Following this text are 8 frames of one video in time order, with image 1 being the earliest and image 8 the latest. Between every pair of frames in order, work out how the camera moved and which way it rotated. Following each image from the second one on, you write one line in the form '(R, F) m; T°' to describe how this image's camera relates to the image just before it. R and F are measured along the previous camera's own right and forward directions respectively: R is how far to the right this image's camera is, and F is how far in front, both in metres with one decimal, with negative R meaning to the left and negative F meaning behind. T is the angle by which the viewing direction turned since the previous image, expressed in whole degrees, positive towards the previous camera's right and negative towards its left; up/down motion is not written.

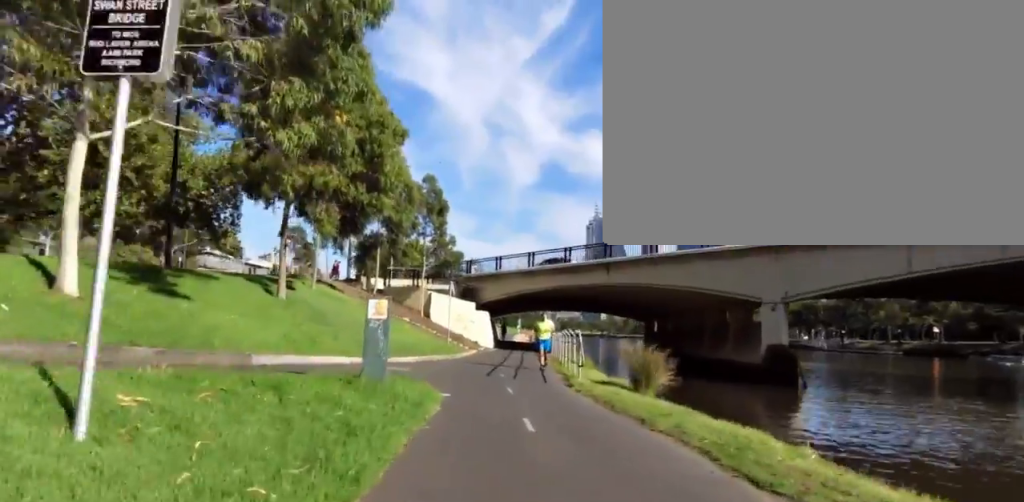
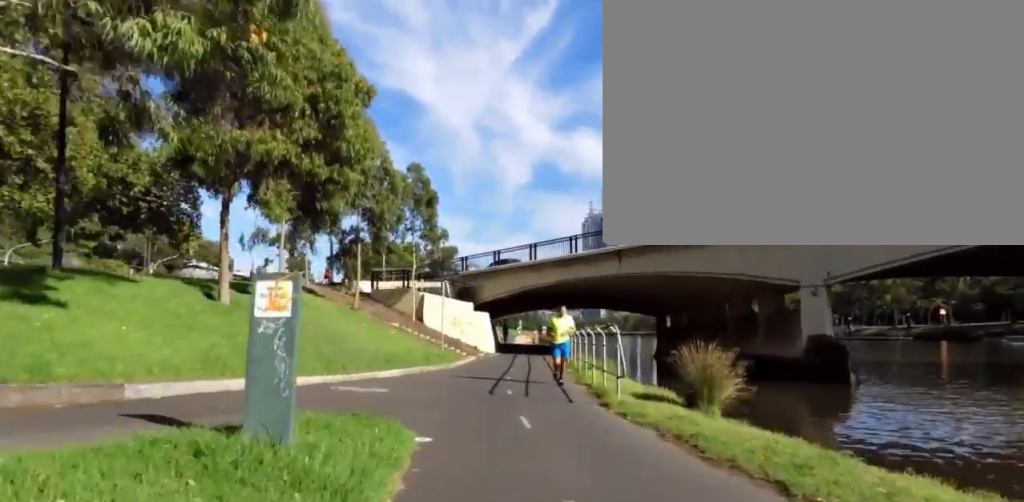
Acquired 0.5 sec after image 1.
(0.0, +3.6) m; 0°
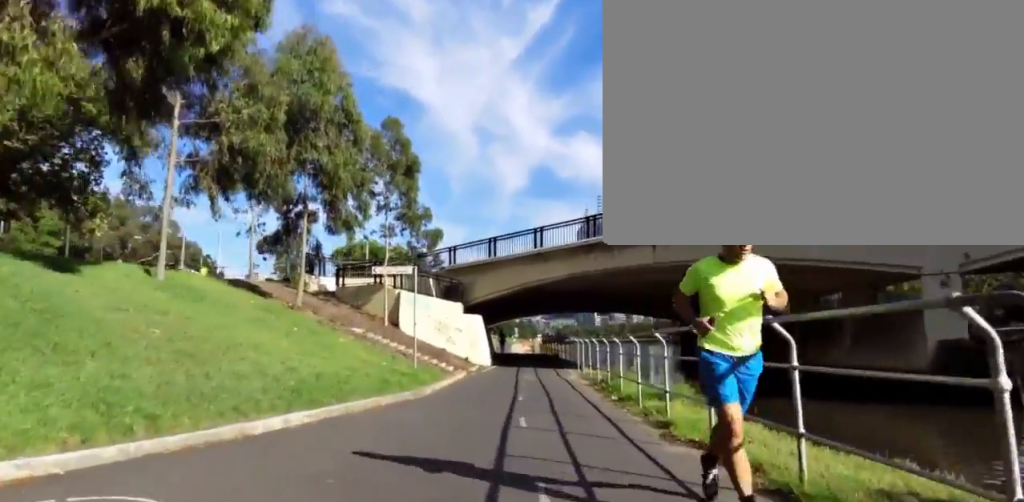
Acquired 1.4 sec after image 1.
(0.0, +7.1) m; 0°
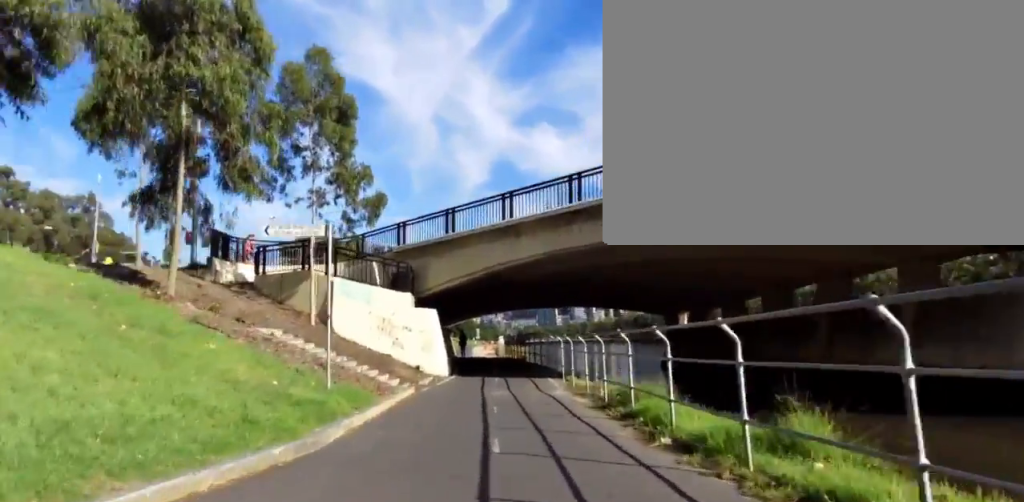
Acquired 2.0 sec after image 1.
(0.0, +5.3) m; 0°
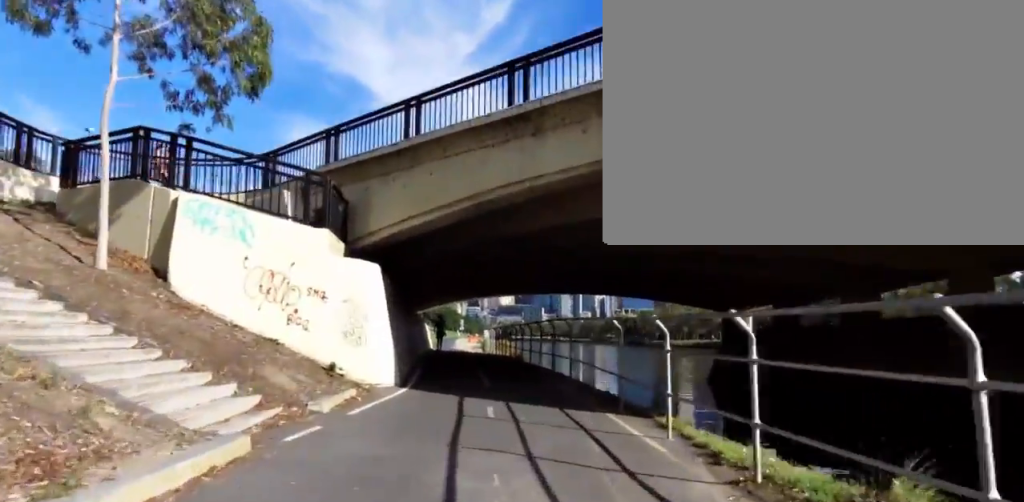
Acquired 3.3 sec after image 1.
(0.0, +10.5) m; 0°
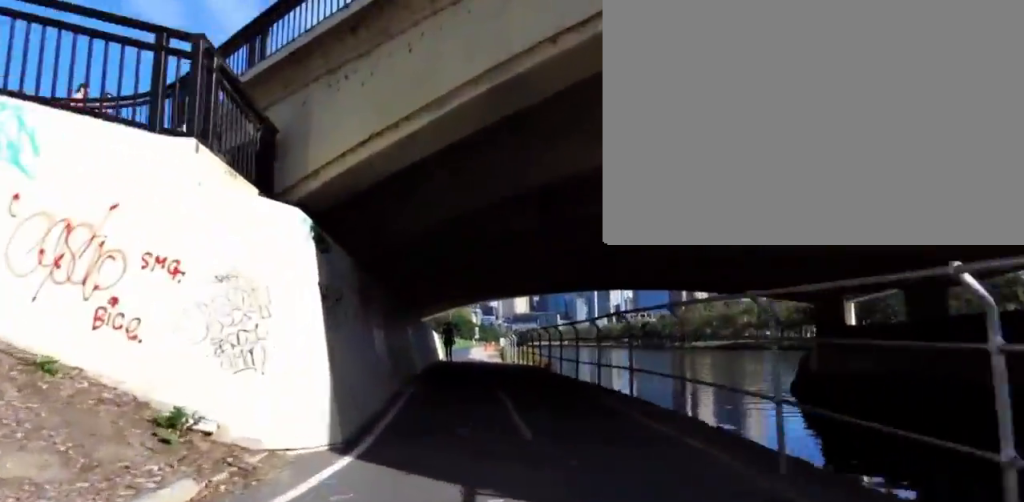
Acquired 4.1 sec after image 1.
(0.0, +5.7) m; 0°
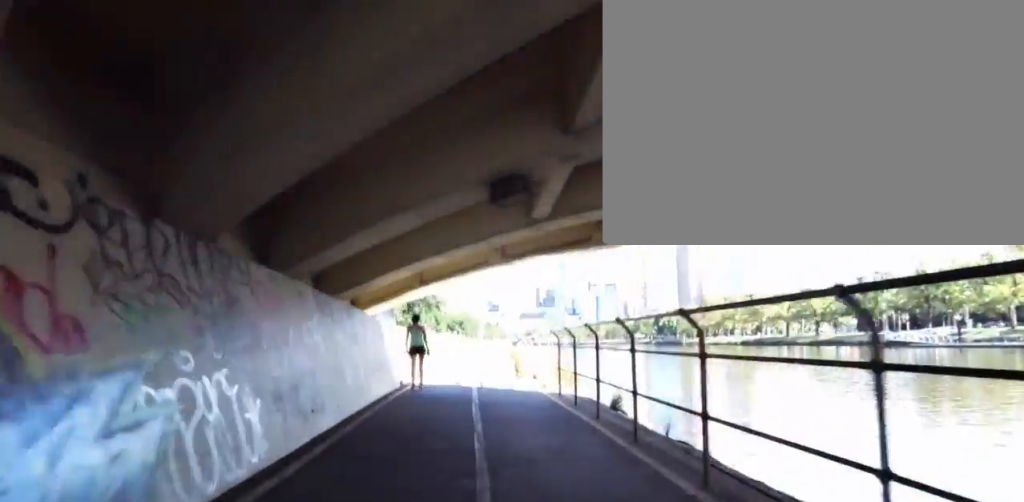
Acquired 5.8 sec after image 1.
(0.0, +12.1) m; 0°
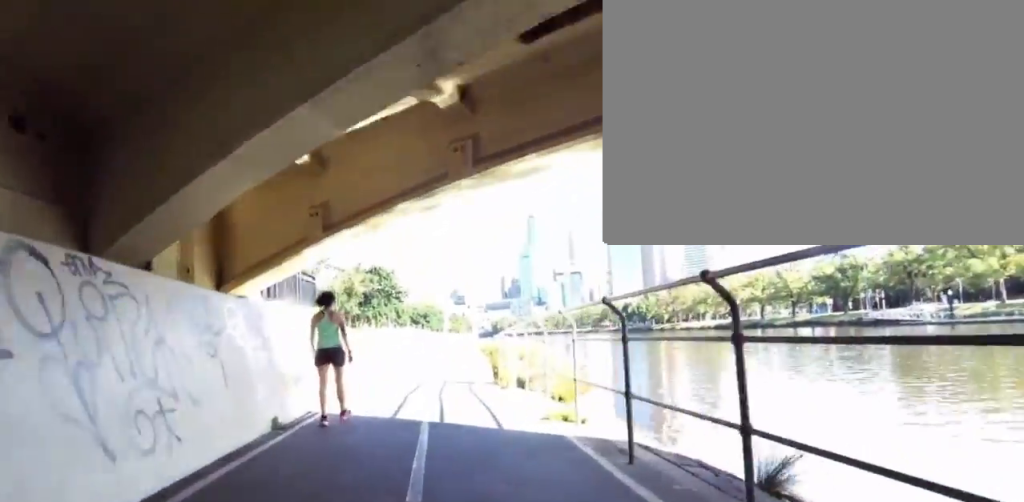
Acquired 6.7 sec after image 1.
(0.0, +7.2) m; 0°
